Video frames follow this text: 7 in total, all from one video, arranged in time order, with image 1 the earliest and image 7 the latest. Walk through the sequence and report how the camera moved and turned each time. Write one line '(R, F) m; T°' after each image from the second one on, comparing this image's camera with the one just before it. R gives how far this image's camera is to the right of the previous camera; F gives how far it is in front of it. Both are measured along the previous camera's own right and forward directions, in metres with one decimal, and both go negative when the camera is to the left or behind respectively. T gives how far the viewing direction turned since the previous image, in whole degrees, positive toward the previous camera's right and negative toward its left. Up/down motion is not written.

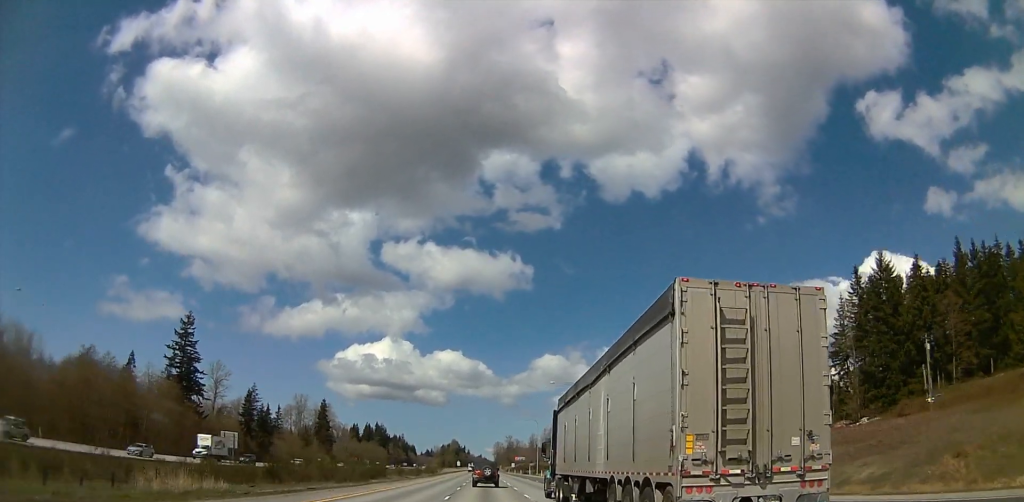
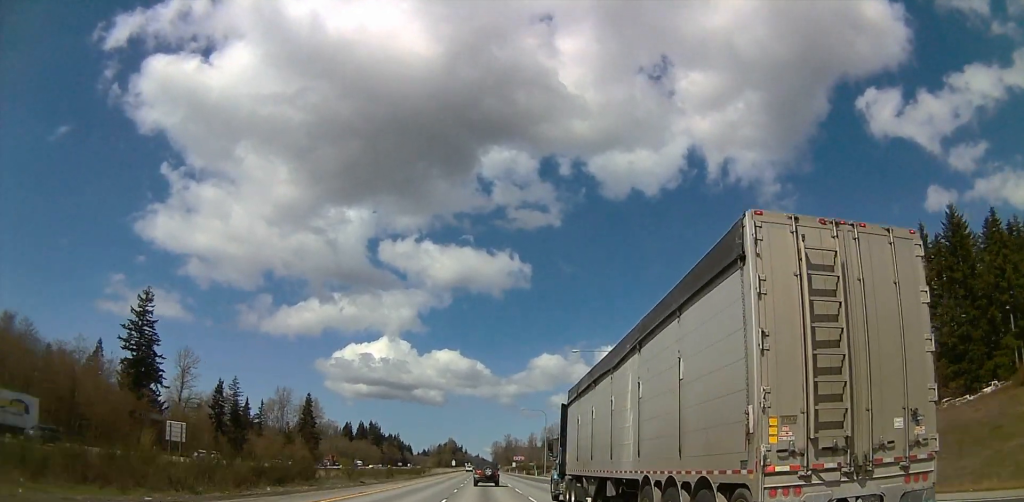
(0.0, +27.5) m; 0°
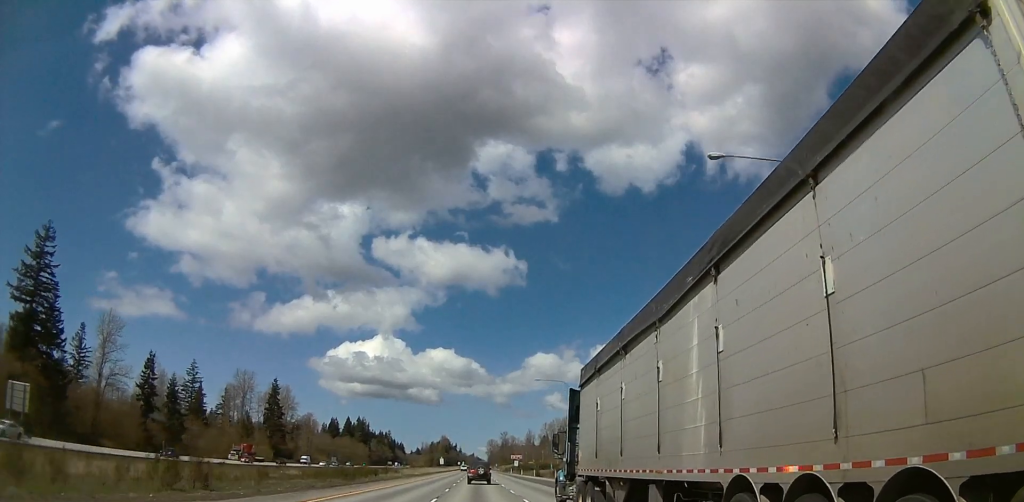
(-0.5, +49.1) m; -2°
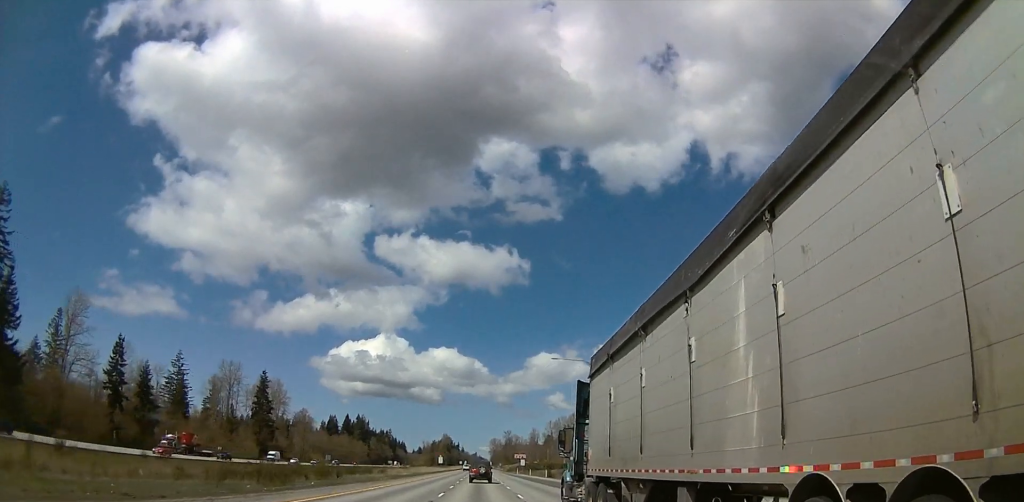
(-0.1, +19.4) m; 0°
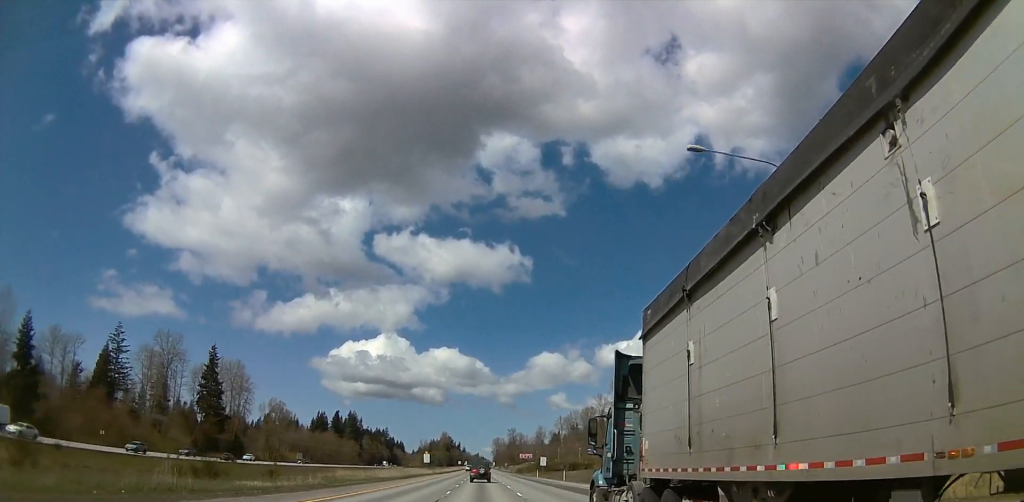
(+1.0, +56.5) m; +1°
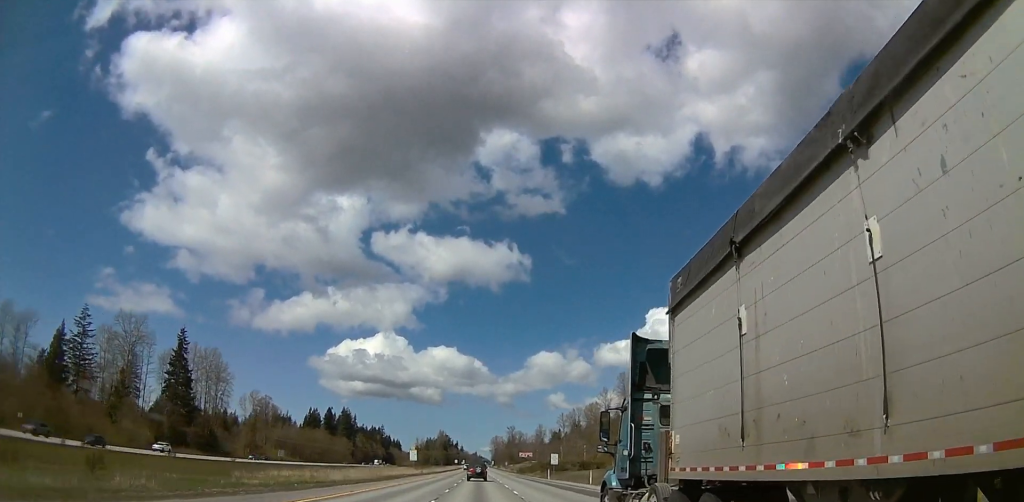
(-0.6, +23.6) m; 0°
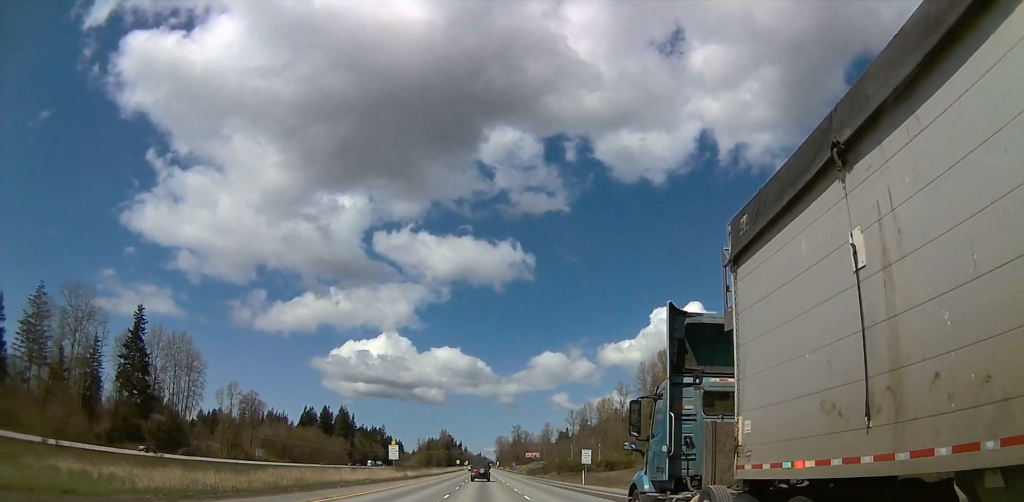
(+0.7, +29.6) m; +2°
